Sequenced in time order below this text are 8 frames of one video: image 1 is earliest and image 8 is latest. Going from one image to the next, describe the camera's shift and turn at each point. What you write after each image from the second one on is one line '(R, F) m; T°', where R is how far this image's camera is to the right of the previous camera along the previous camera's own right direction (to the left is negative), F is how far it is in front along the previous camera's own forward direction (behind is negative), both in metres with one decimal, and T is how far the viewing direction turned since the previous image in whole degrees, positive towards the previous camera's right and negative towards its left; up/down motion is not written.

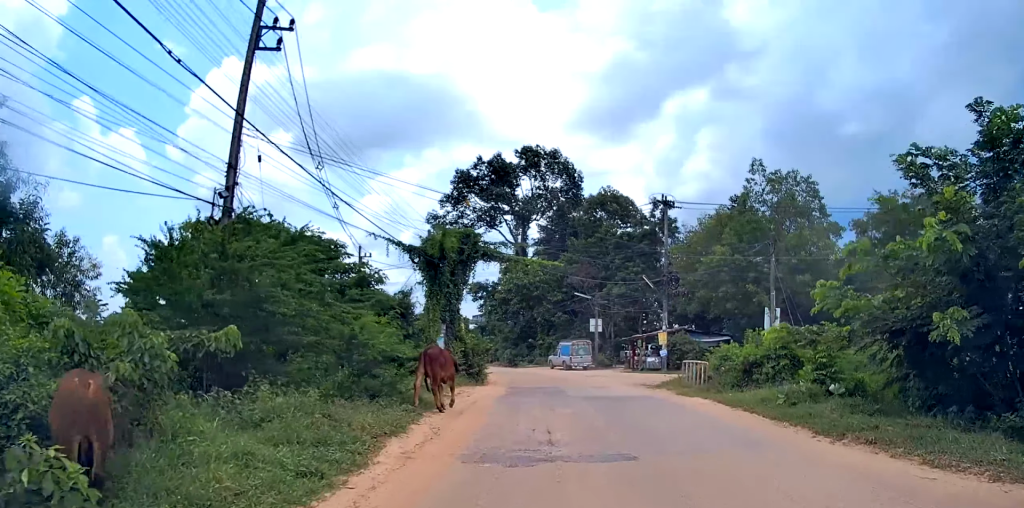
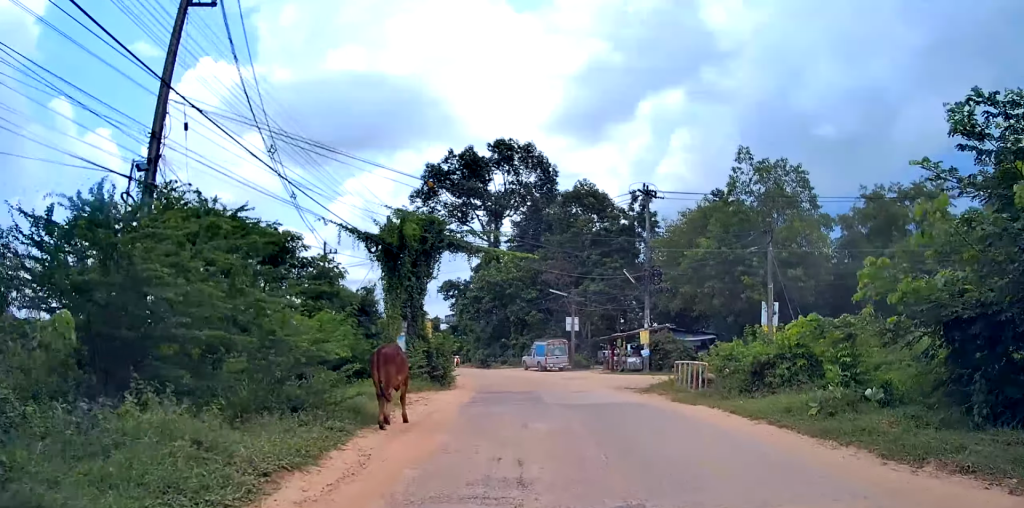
(+0.2, +2.8) m; +2°
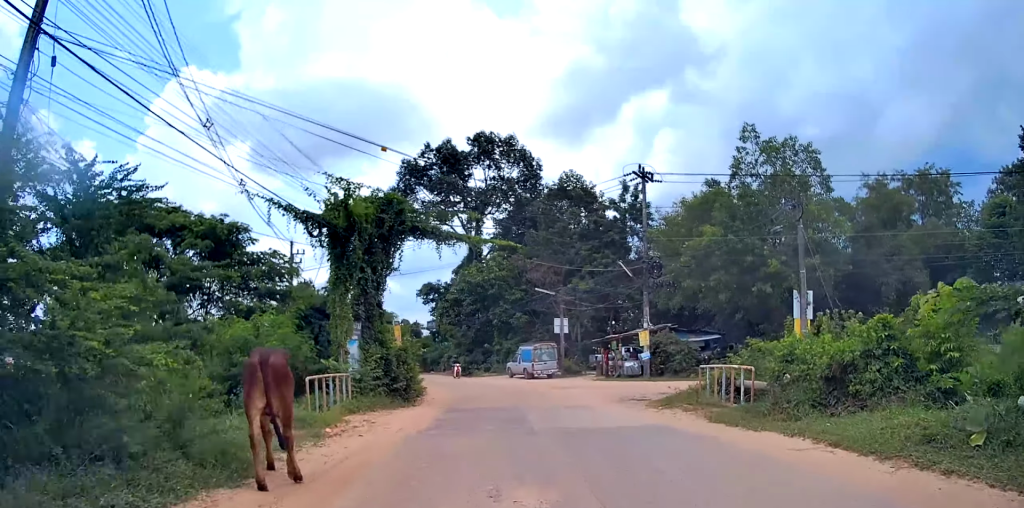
(+0.1, +3.9) m; 0°
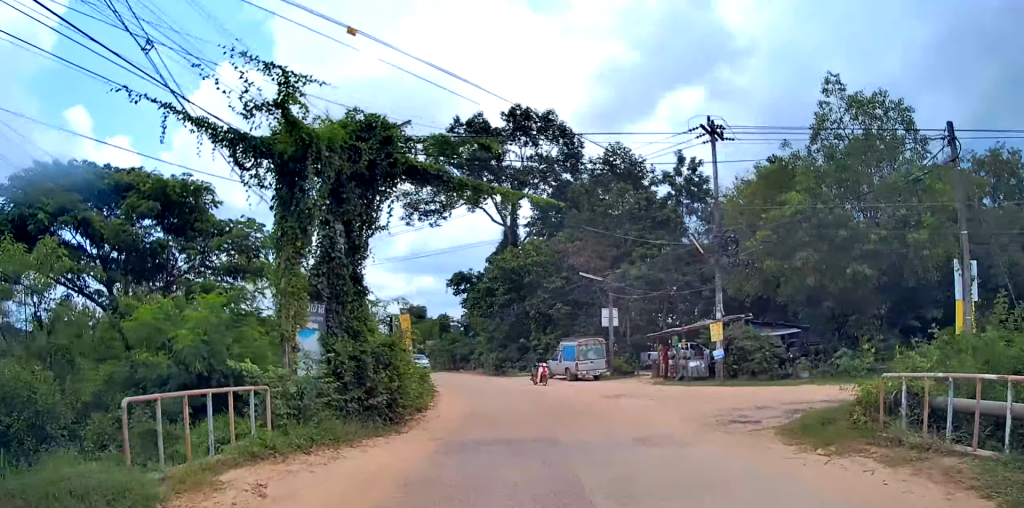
(-0.1, +5.7) m; -6°
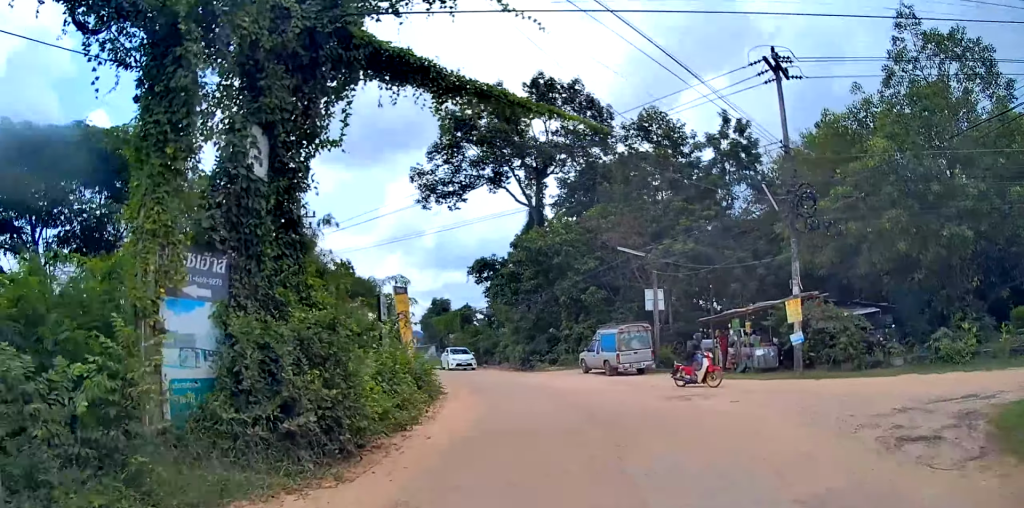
(-0.4, +4.5) m; -7°
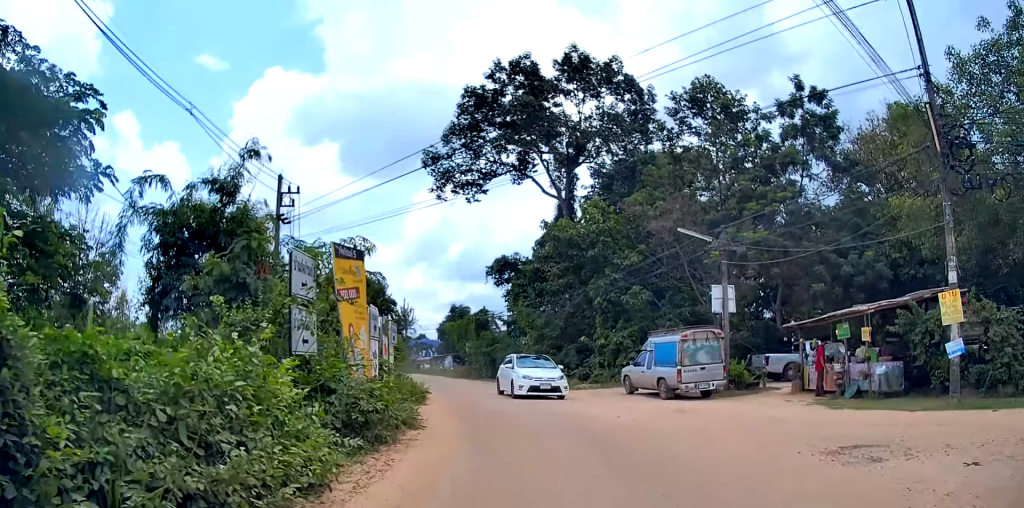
(0.0, +6.2) m; +2°
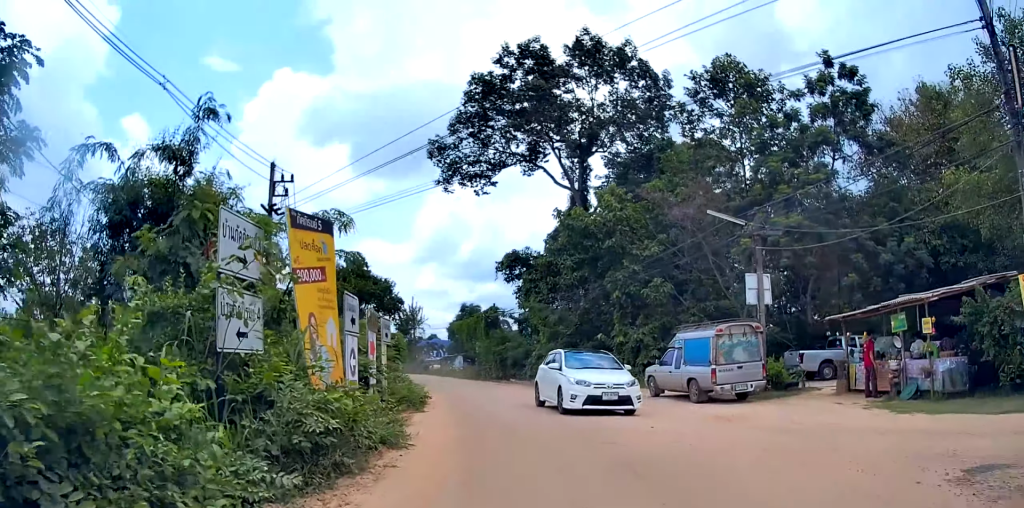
(+0.1, +2.1) m; 0°
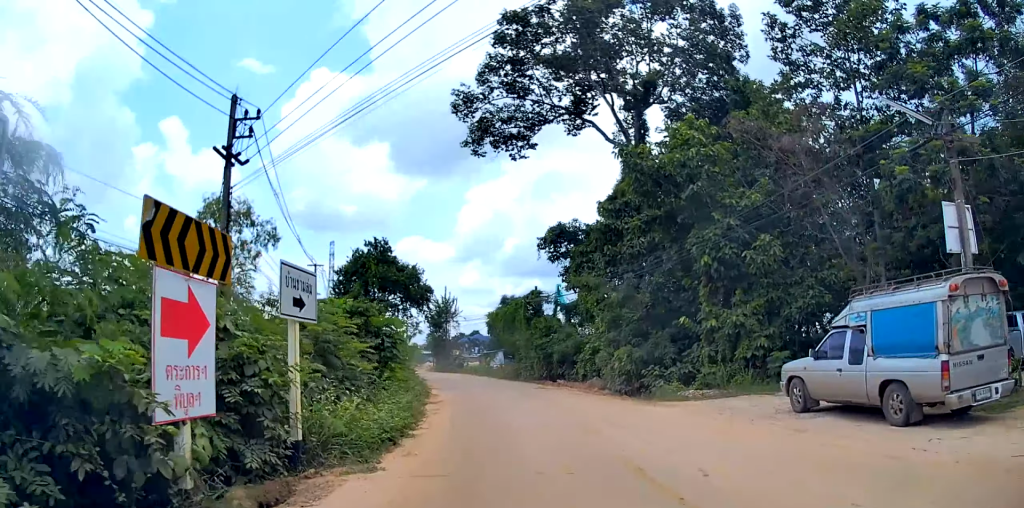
(-0.1, +7.6) m; -3°
